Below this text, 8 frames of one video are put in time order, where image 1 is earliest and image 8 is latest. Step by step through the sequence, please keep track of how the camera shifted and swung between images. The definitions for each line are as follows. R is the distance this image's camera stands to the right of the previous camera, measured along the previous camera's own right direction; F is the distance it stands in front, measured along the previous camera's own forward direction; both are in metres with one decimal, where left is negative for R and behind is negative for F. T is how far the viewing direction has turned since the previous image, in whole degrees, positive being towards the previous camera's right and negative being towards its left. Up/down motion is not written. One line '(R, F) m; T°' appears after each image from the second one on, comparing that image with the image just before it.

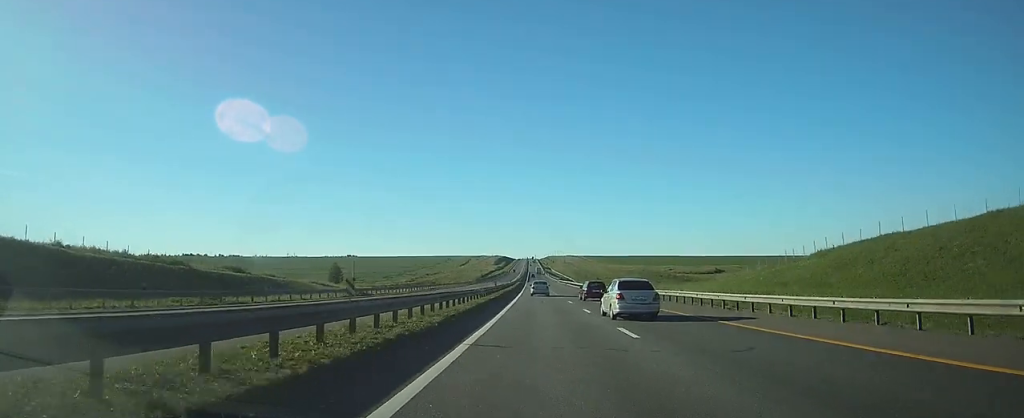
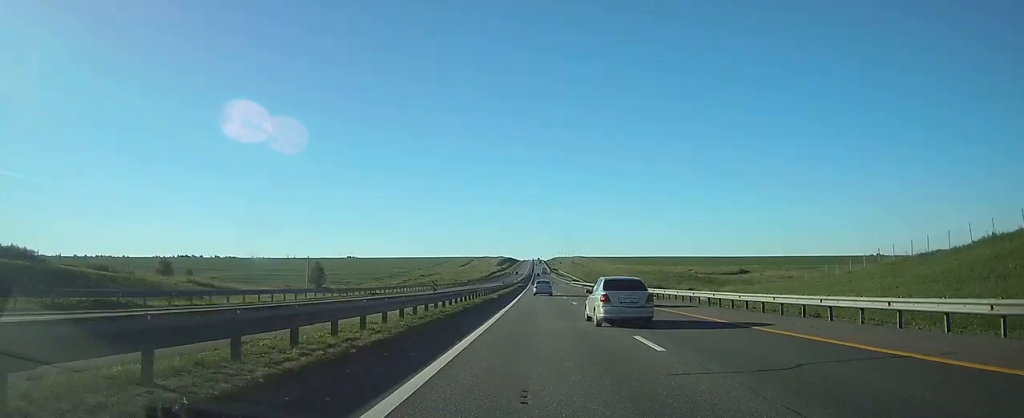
(-0.1, +38.8) m; -1°
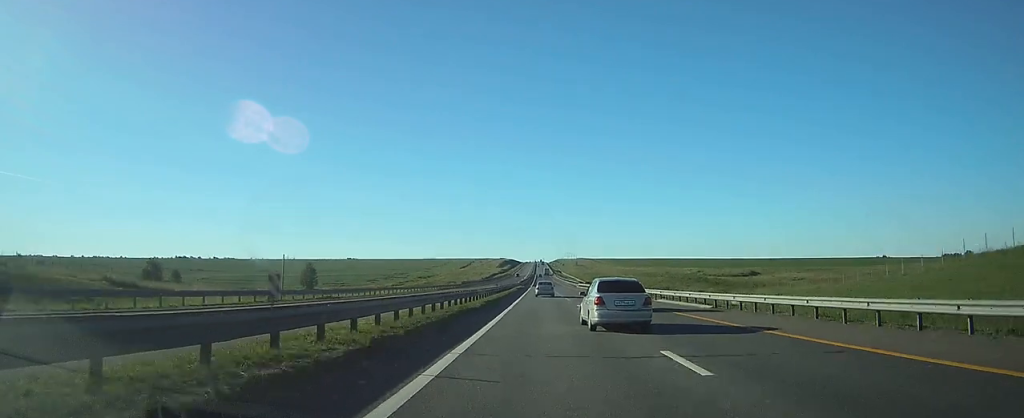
(0.0, +14.8) m; 0°
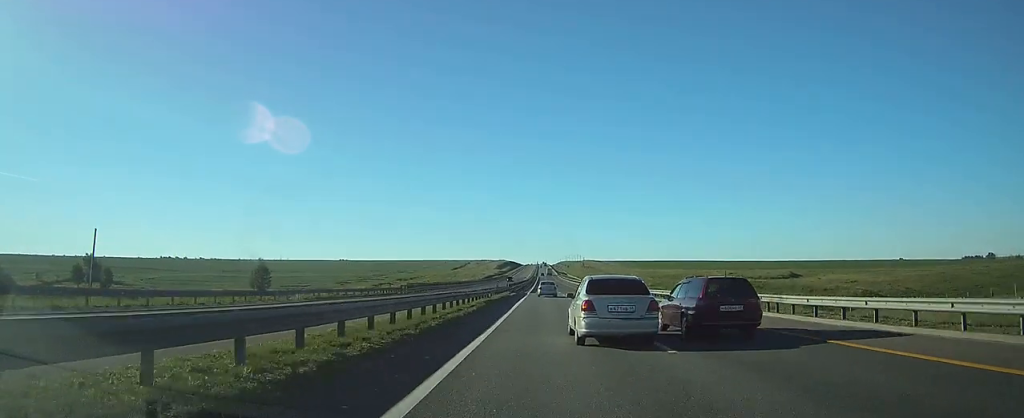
(-0.1, +57.4) m; 0°
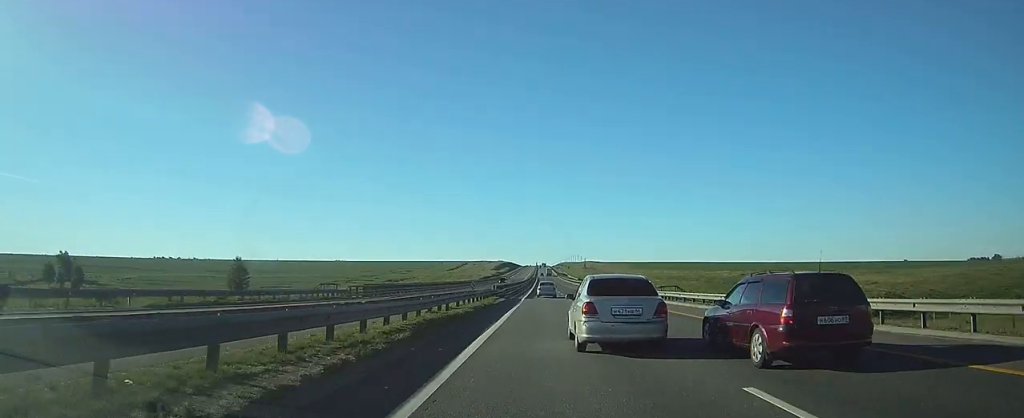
(0.0, +18.9) m; 0°
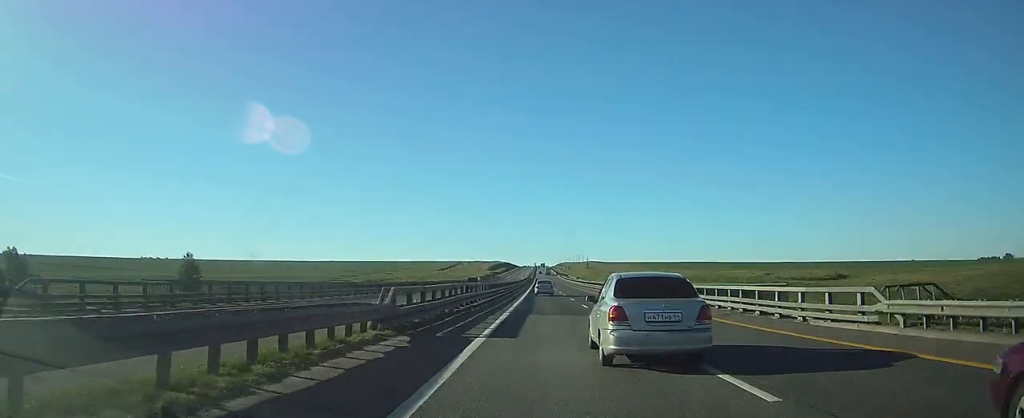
(-0.1, +34.1) m; 0°
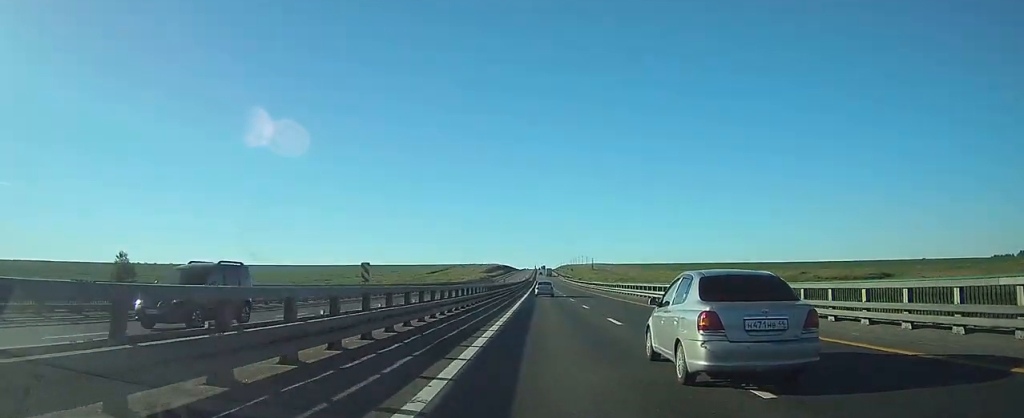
(0.0, +35.9) m; 0°
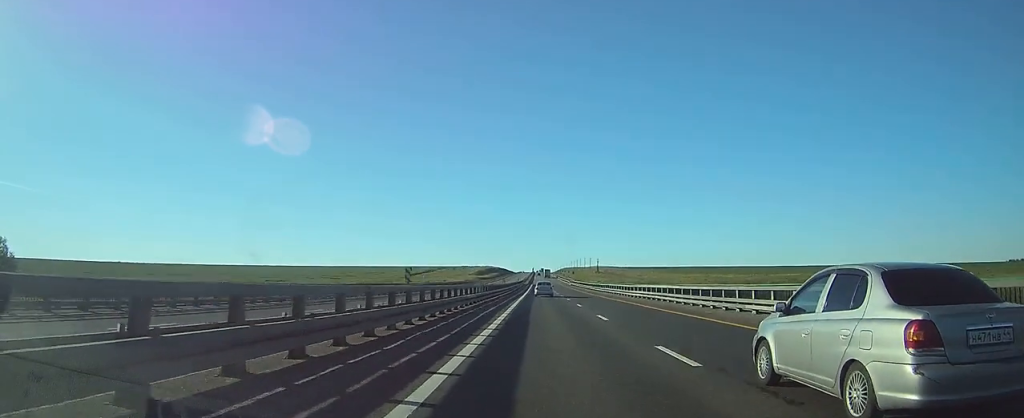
(+0.1, +45.5) m; 0°
